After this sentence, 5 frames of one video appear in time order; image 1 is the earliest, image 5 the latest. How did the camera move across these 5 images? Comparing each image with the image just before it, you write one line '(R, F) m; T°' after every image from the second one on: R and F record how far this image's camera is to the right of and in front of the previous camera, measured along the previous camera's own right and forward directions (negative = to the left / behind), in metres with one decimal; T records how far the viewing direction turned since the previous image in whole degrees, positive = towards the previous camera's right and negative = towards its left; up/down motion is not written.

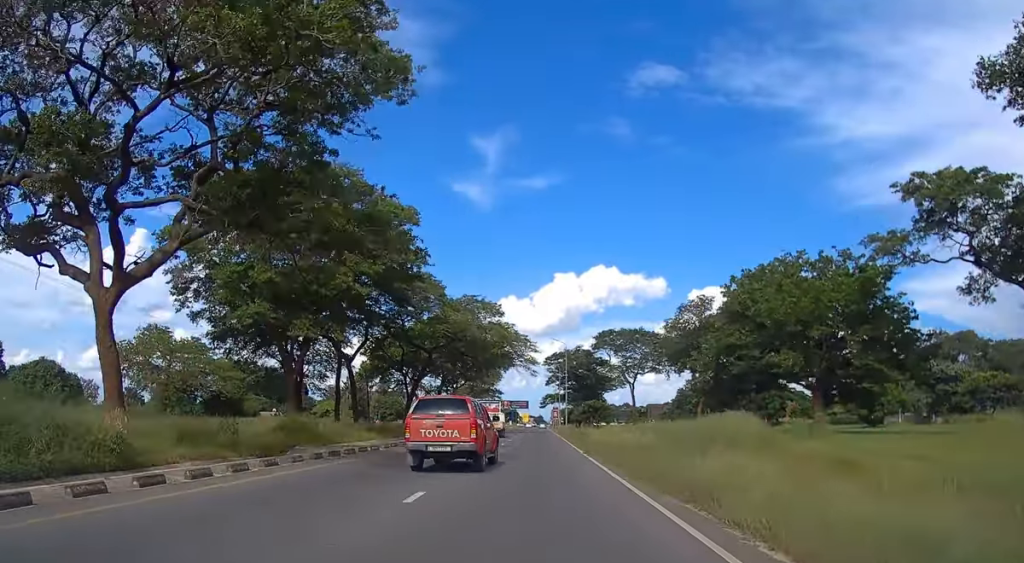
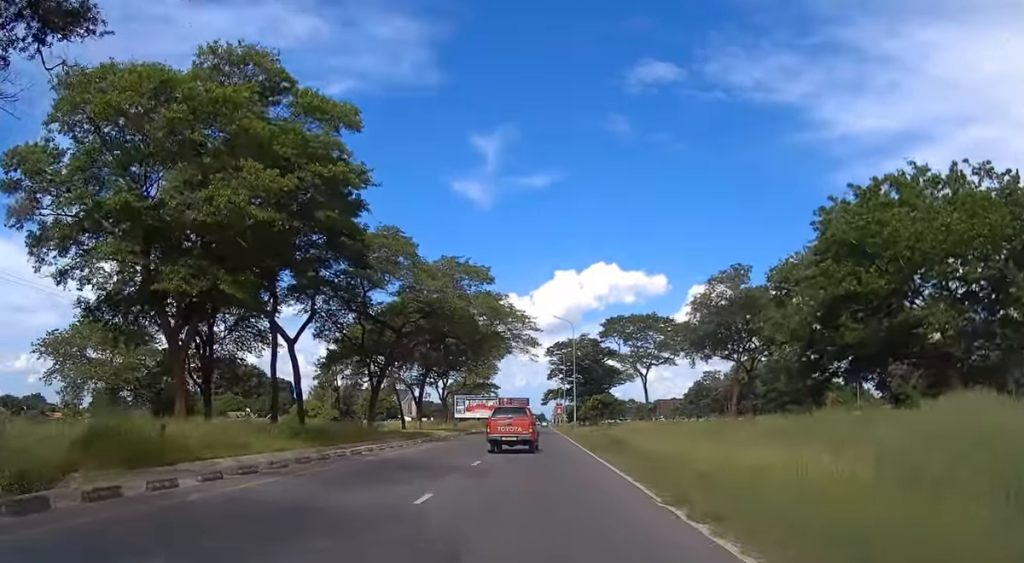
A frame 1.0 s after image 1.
(-0.1, +17.4) m; 0°
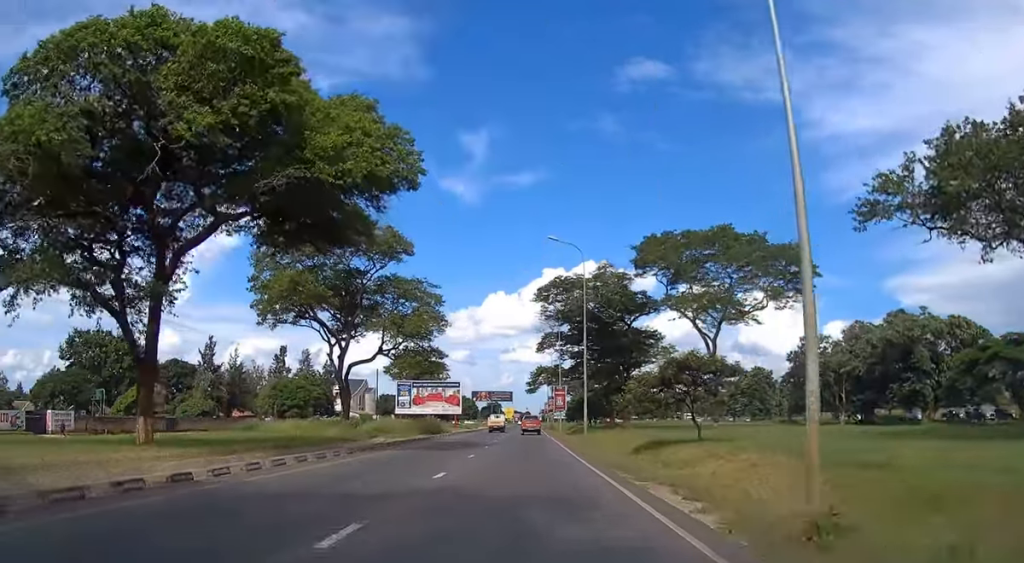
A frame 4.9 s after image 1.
(+0.6, +65.9) m; +1°
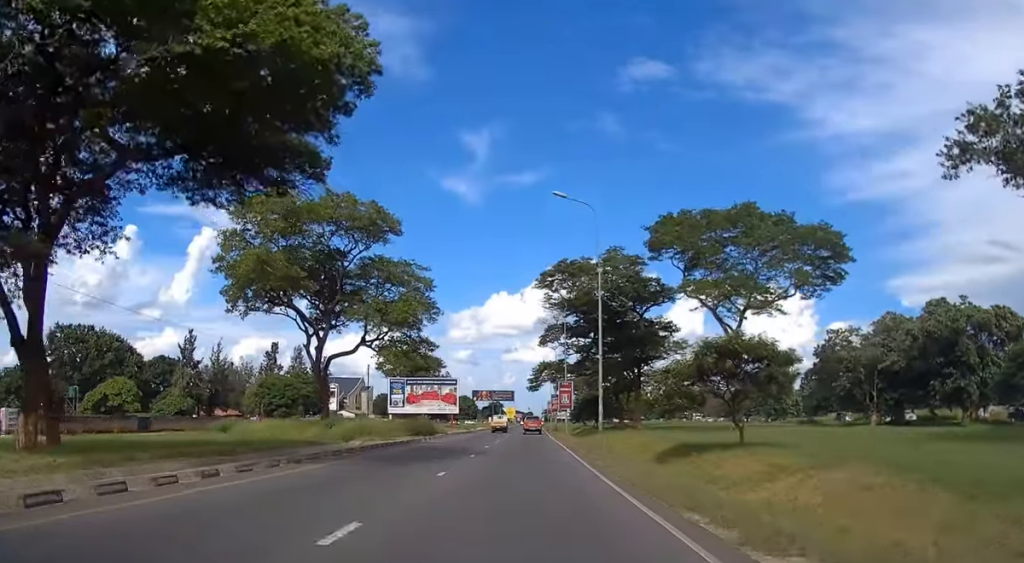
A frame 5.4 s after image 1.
(+0.1, +8.4) m; 0°
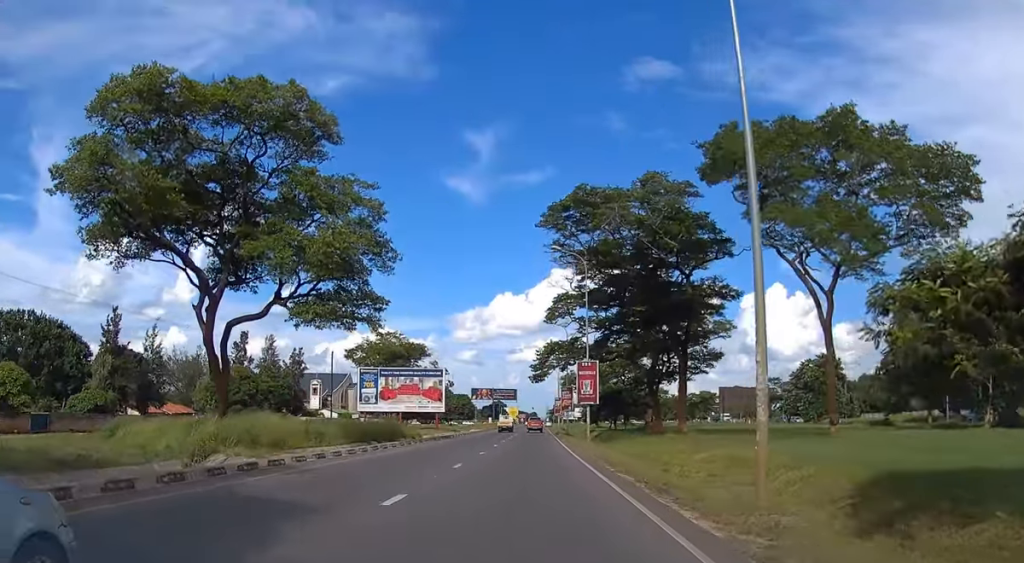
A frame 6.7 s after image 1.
(0.0, +23.4) m; 0°
